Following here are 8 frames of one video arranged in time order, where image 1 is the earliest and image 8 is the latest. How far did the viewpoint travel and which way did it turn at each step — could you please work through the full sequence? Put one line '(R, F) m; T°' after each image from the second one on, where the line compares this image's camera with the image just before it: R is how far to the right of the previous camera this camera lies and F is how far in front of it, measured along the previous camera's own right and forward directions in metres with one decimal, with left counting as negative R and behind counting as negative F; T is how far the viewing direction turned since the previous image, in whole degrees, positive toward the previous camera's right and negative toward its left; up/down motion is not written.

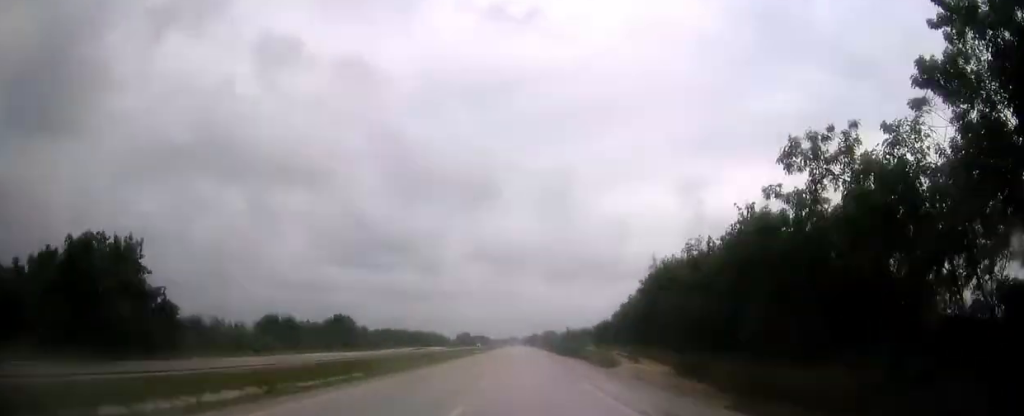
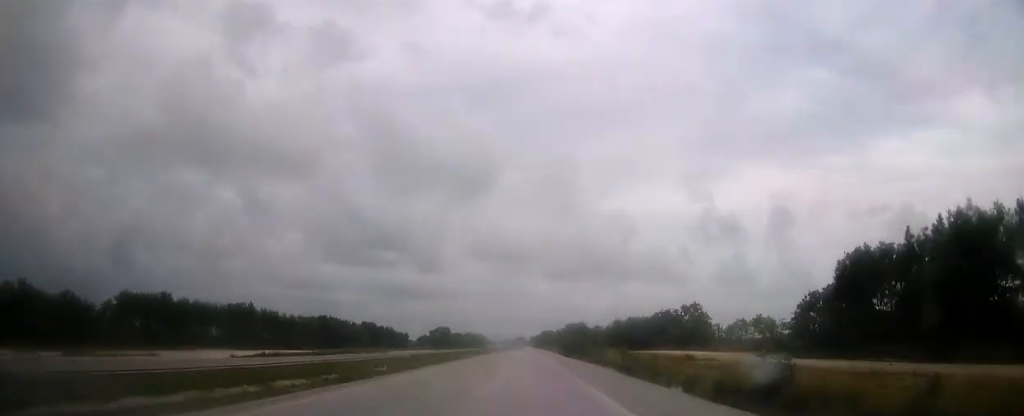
(-0.2, +149.8) m; 0°
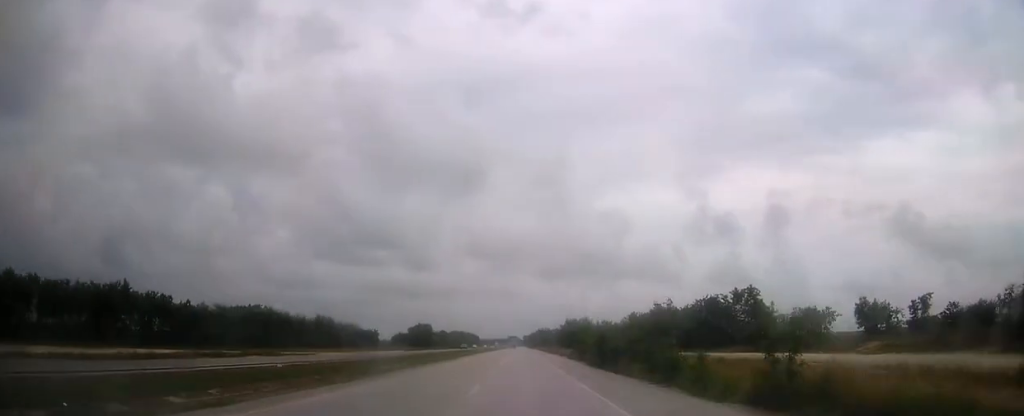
(0.0, +36.5) m; 0°
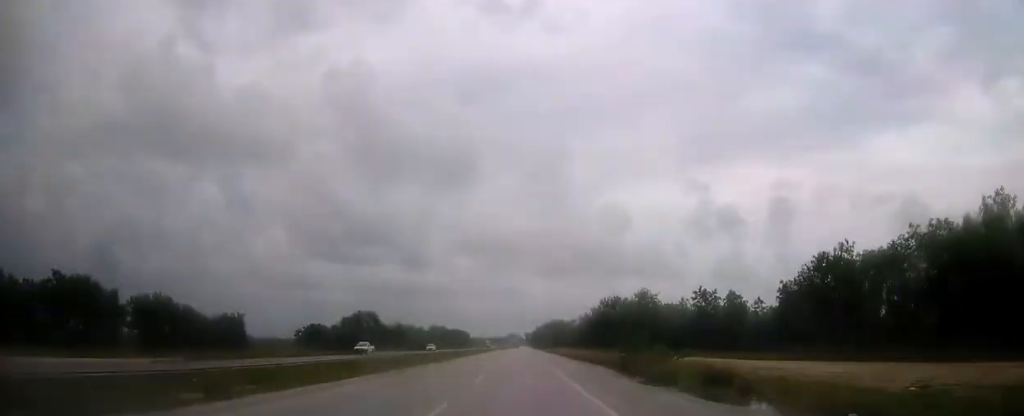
(+0.1, +92.3) m; 0°
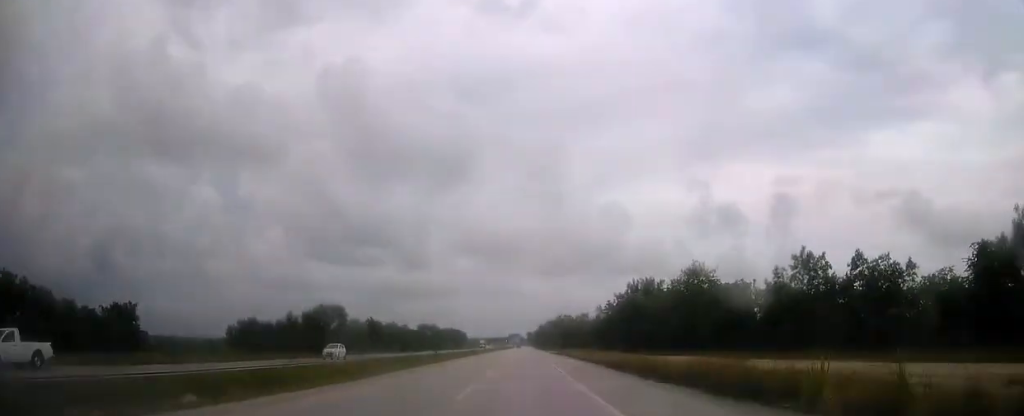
(0.0, +30.9) m; 0°
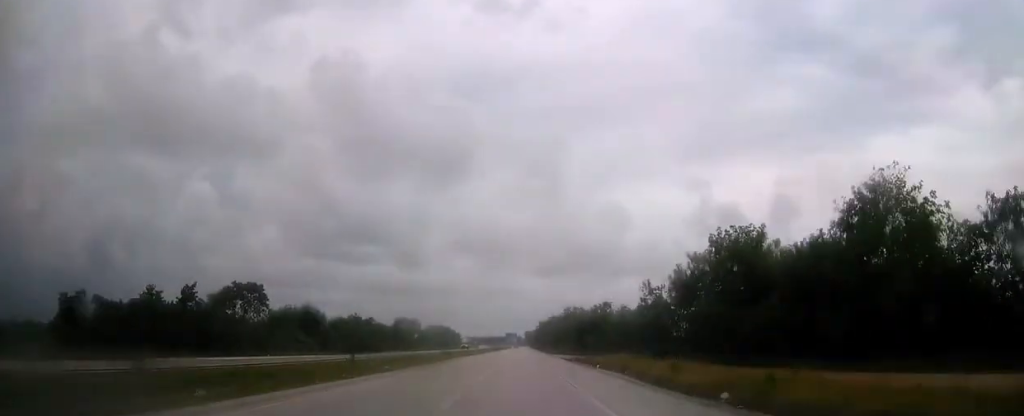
(0.0, +38.8) m; 0°
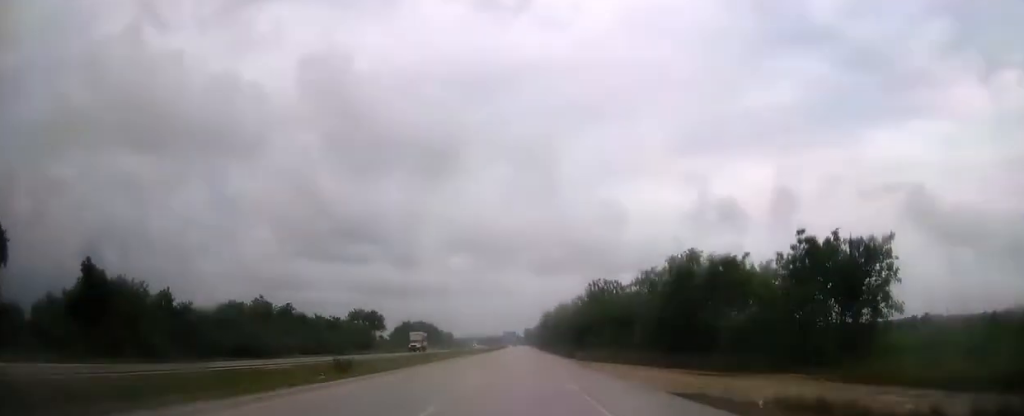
(0.0, +53.0) m; 0°
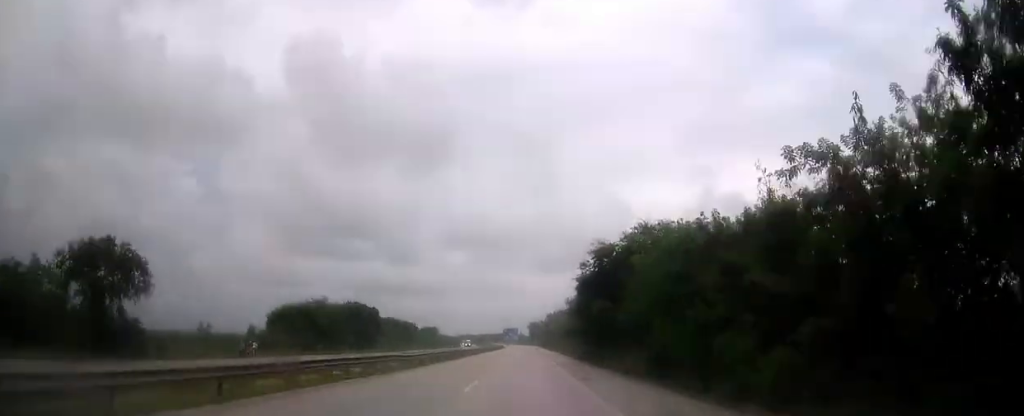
(-0.1, +100.4) m; 0°
